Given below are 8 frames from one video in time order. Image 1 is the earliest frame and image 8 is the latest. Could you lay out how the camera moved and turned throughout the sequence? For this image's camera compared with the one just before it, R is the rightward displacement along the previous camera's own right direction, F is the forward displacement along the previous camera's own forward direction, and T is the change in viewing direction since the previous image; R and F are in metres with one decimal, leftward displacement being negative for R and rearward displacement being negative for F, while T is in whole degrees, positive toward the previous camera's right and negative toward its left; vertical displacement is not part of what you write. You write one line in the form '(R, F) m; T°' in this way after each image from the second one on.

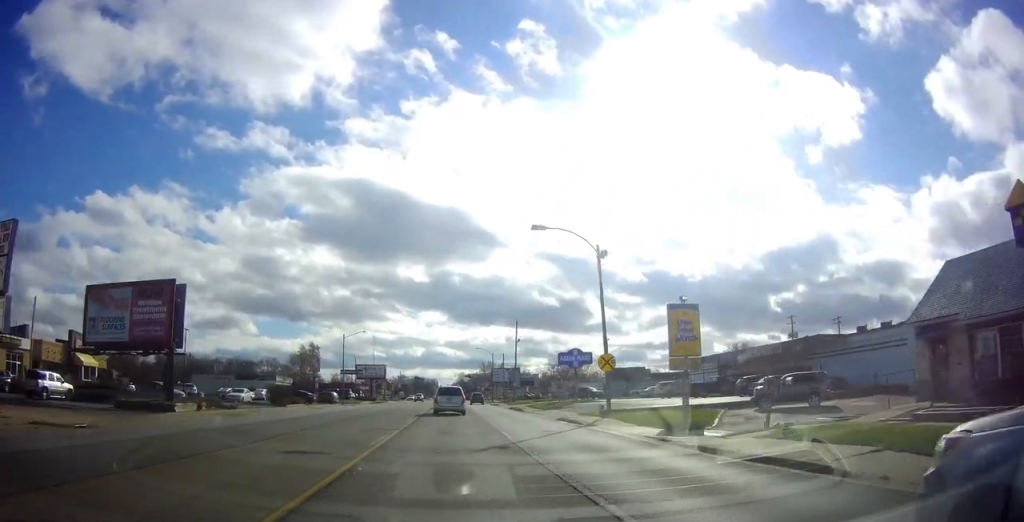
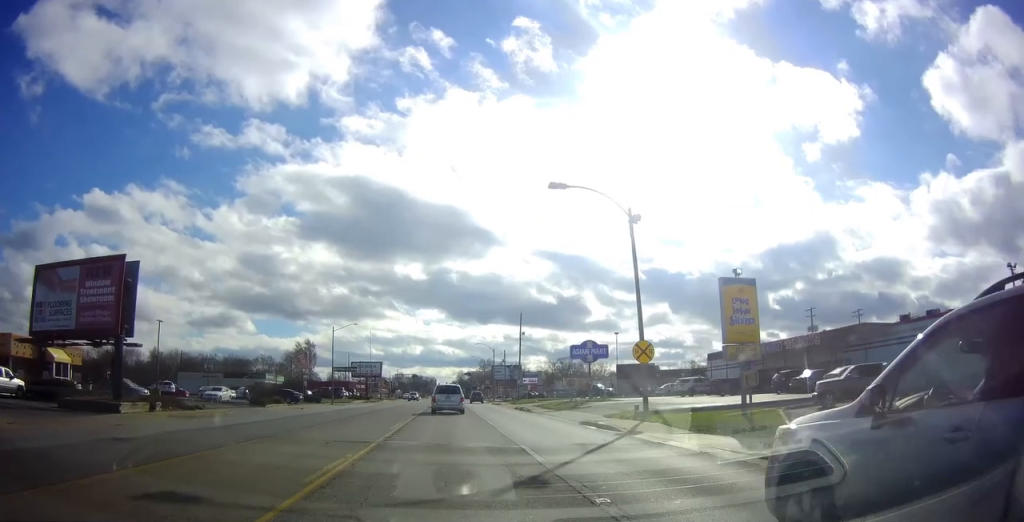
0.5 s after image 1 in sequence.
(0.0, +6.3) m; 0°
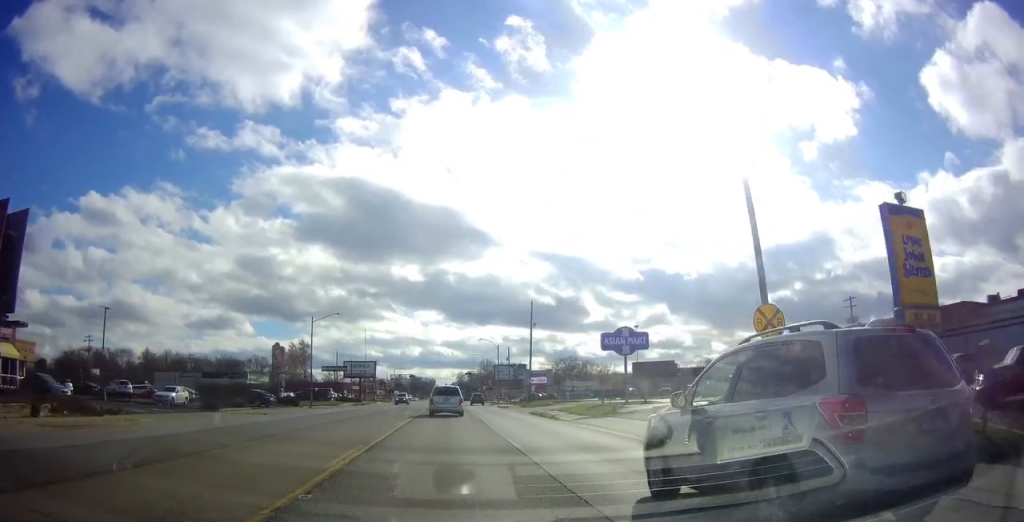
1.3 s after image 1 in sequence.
(0.0, +11.0) m; 0°
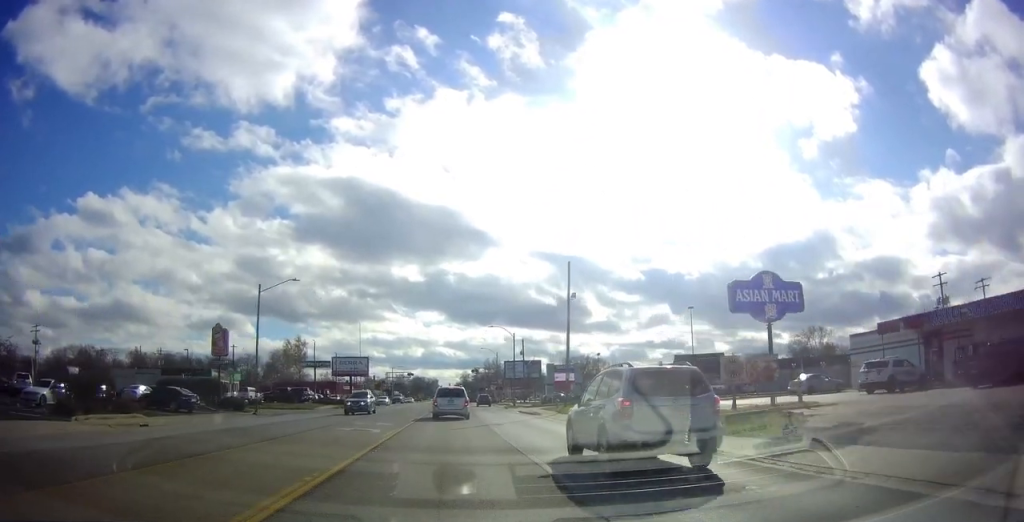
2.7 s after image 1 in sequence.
(0.0, +18.1) m; +4°
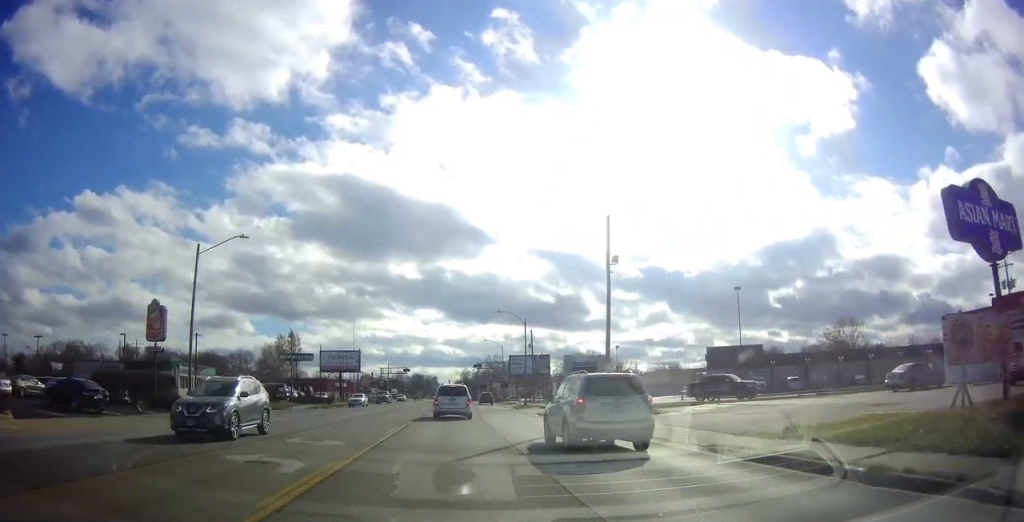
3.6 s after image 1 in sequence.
(+0.8, +11.1) m; 0°
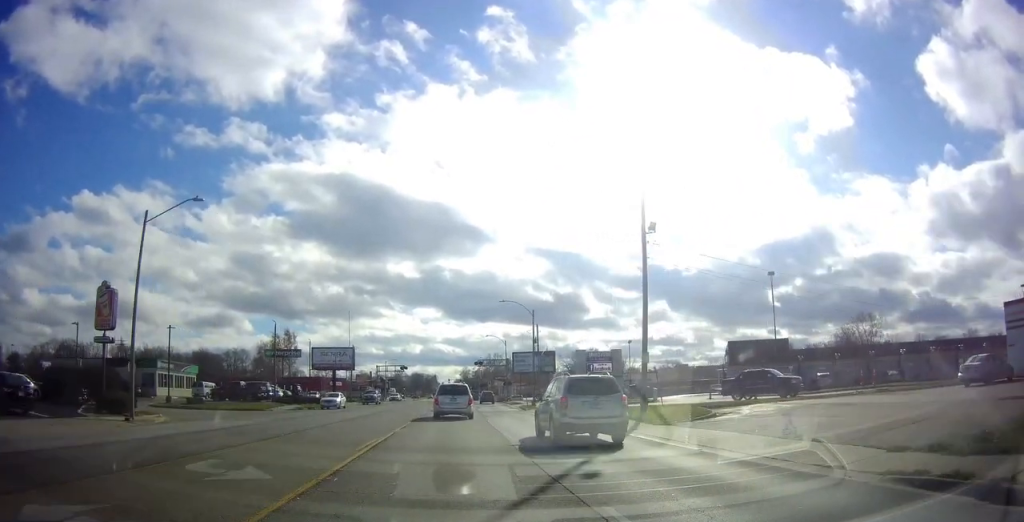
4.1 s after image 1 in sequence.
(-0.3, +6.7) m; -2°
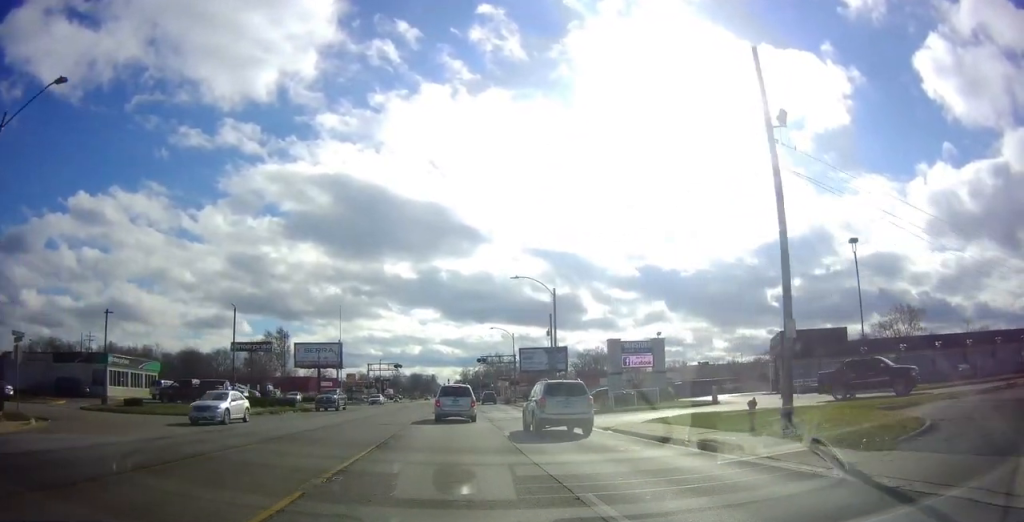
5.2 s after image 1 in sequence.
(-0.5, +12.4) m; -2°
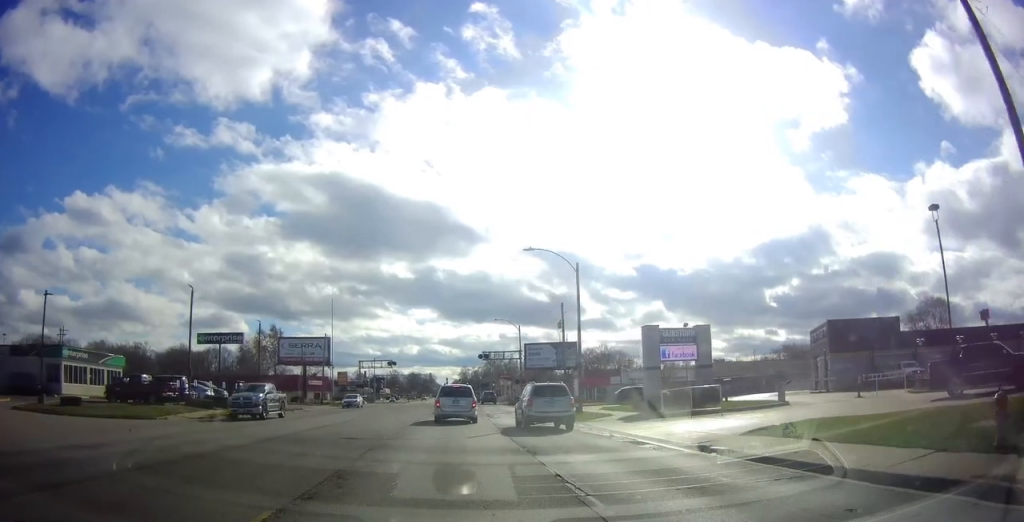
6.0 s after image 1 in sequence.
(0.0, +8.8) m; 0°
